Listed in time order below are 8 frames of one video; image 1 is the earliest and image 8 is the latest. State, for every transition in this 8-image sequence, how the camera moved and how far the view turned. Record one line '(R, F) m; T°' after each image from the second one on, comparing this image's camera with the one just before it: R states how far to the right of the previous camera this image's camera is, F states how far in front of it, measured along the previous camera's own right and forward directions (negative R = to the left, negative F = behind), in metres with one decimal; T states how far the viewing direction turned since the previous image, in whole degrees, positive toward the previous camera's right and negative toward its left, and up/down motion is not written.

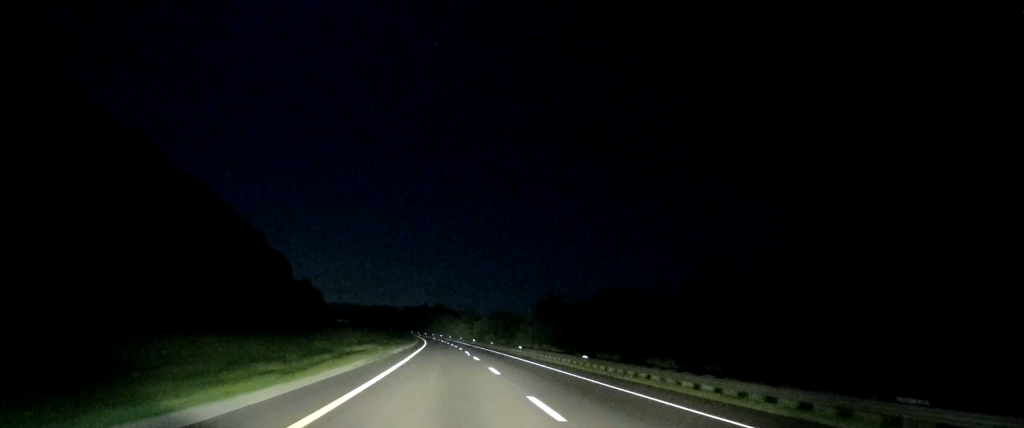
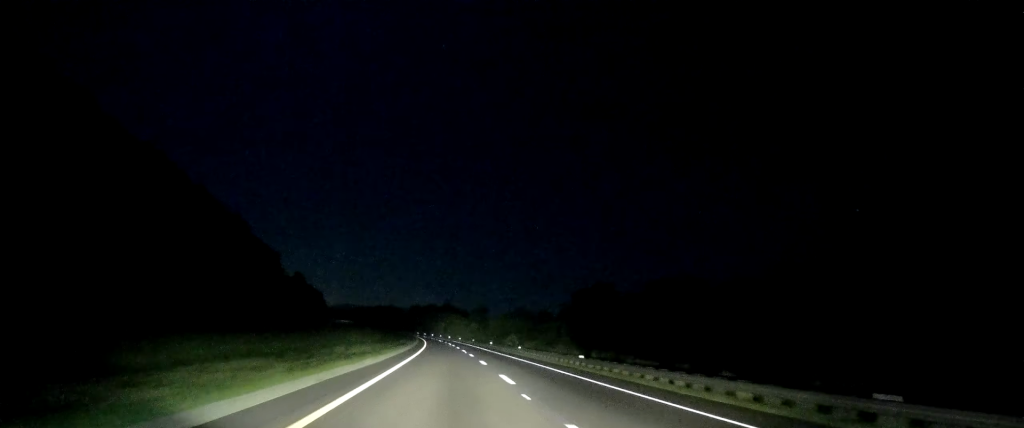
(-0.2, +29.1) m; -1°
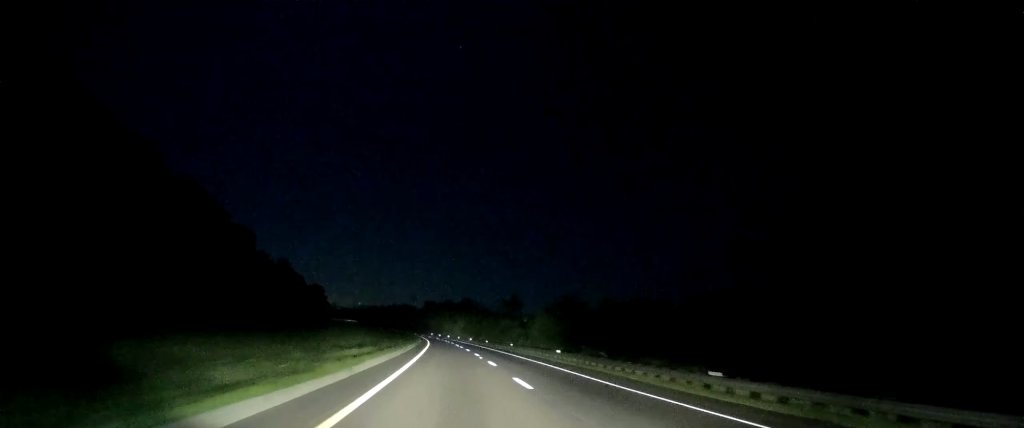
(-1.0, +50.1) m; -2°
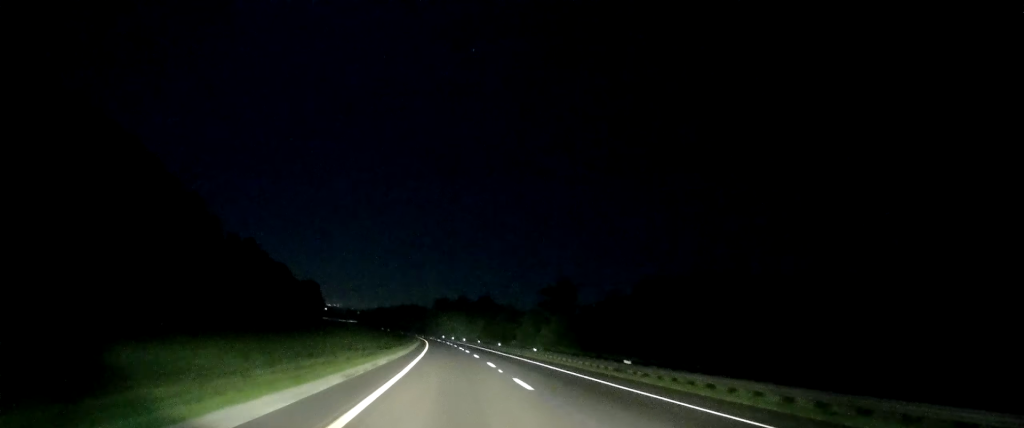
(-0.6, +48.9) m; -1°
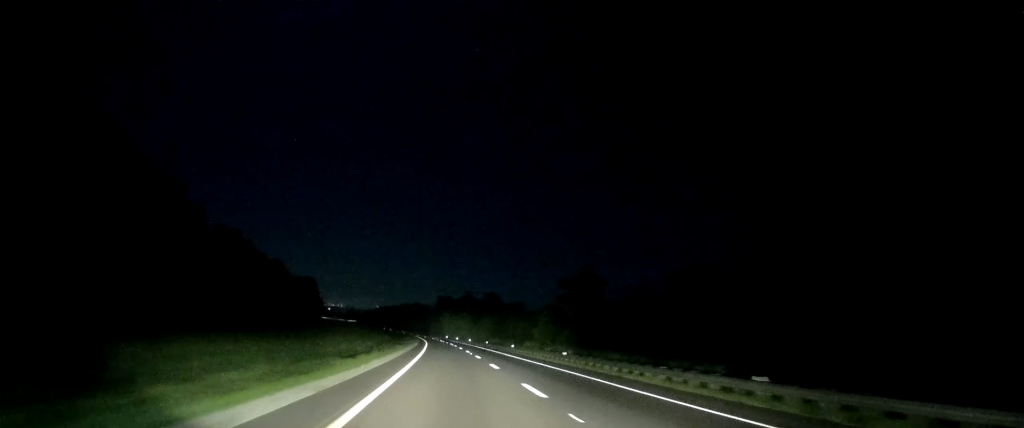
(-0.1, +14.5) m; 0°
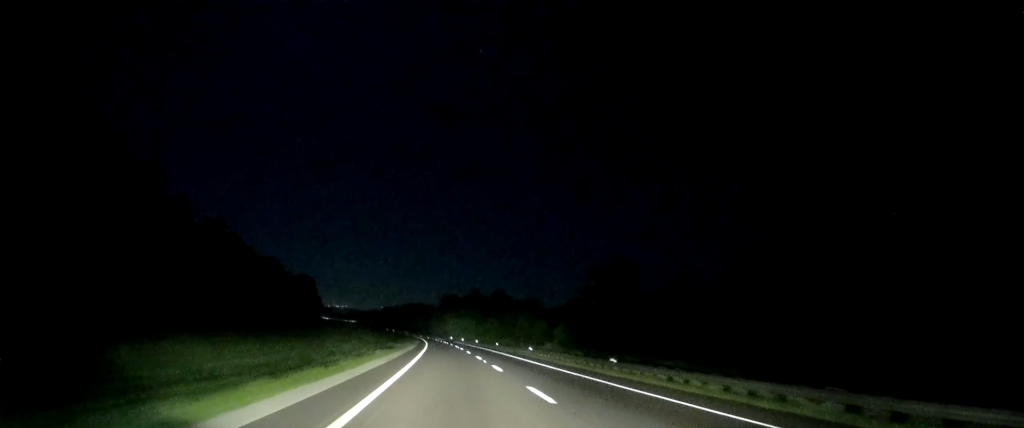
(-0.1, +13.3) m; 0°
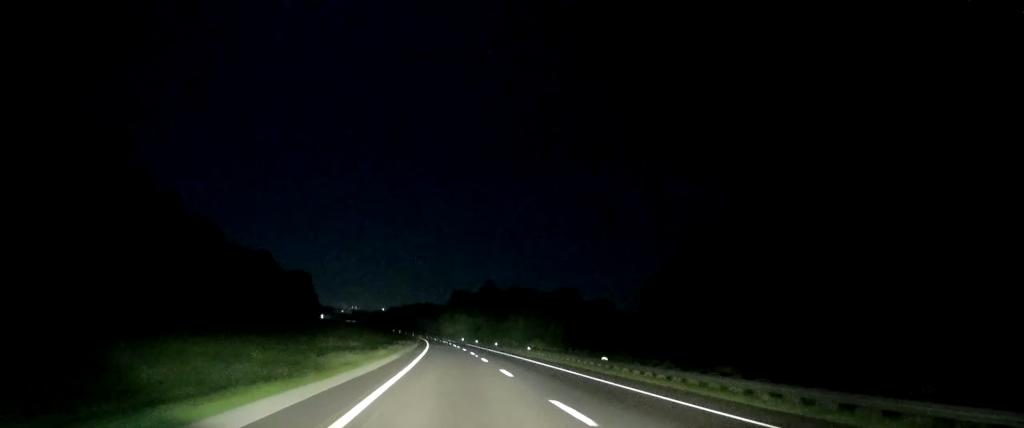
(-0.1, +27.8) m; -1°
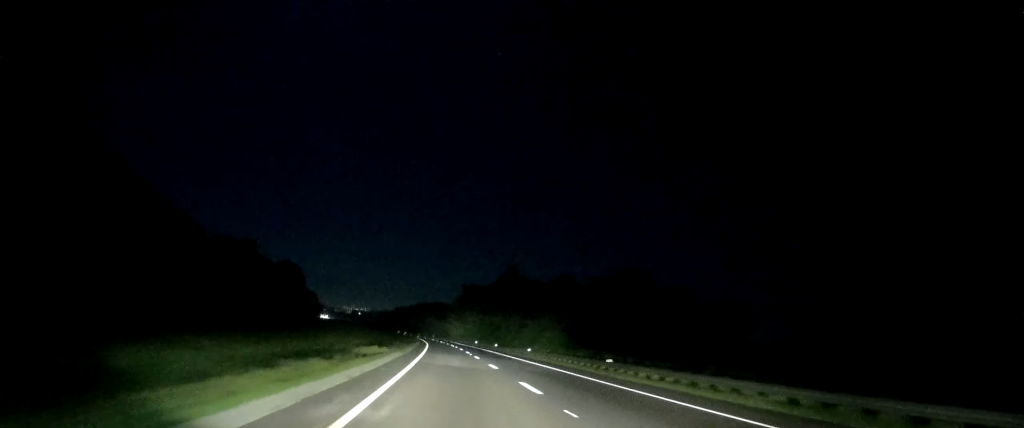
(-0.5, +32.2) m; -1°
